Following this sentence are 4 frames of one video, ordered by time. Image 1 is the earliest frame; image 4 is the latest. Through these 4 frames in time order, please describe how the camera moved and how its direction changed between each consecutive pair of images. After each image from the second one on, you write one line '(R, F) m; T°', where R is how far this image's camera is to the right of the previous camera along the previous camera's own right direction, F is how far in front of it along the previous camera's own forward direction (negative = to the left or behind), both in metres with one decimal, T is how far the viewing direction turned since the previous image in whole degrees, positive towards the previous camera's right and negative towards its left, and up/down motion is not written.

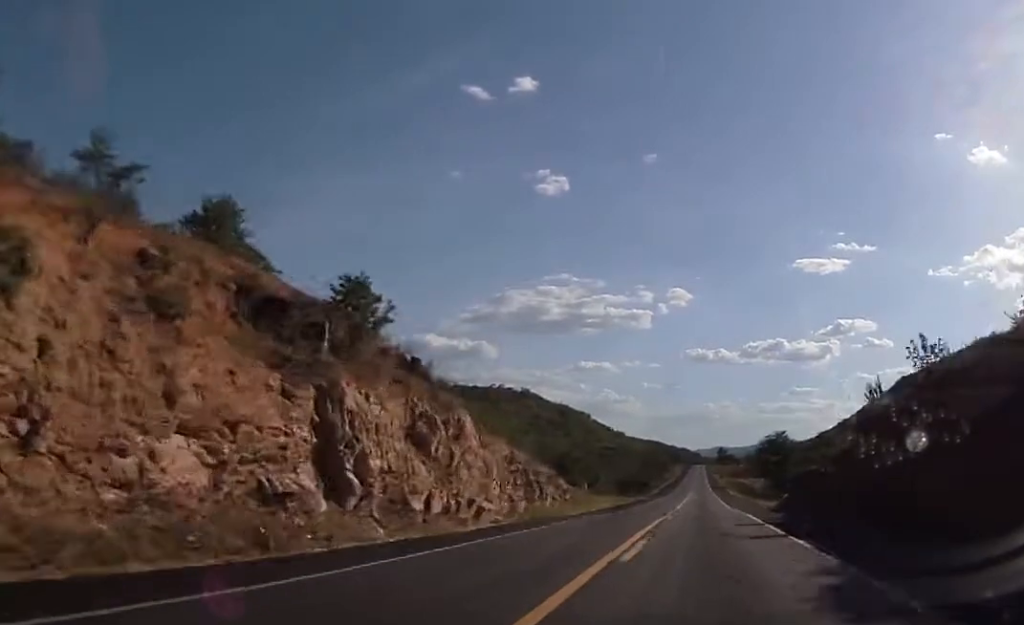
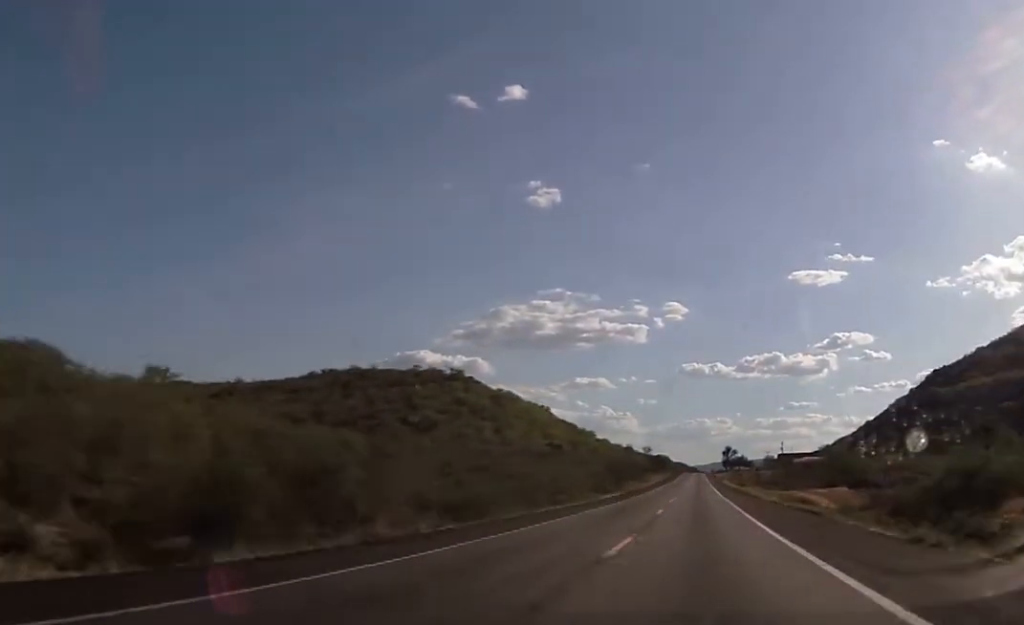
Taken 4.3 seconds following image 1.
(+0.8, +166.4) m; 0°
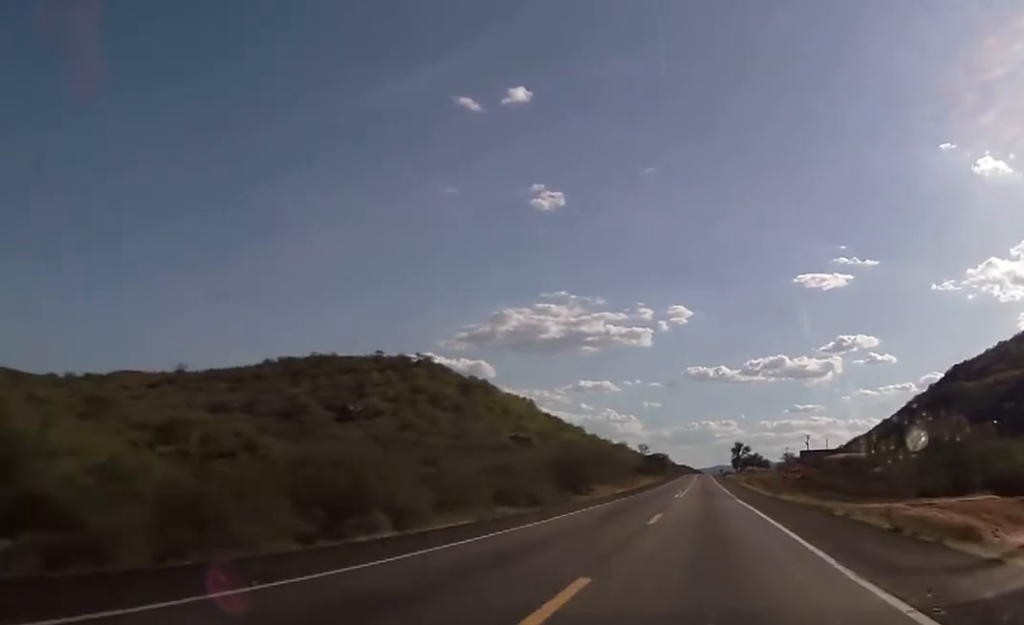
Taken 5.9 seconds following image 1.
(-0.1, +59.6) m; 0°
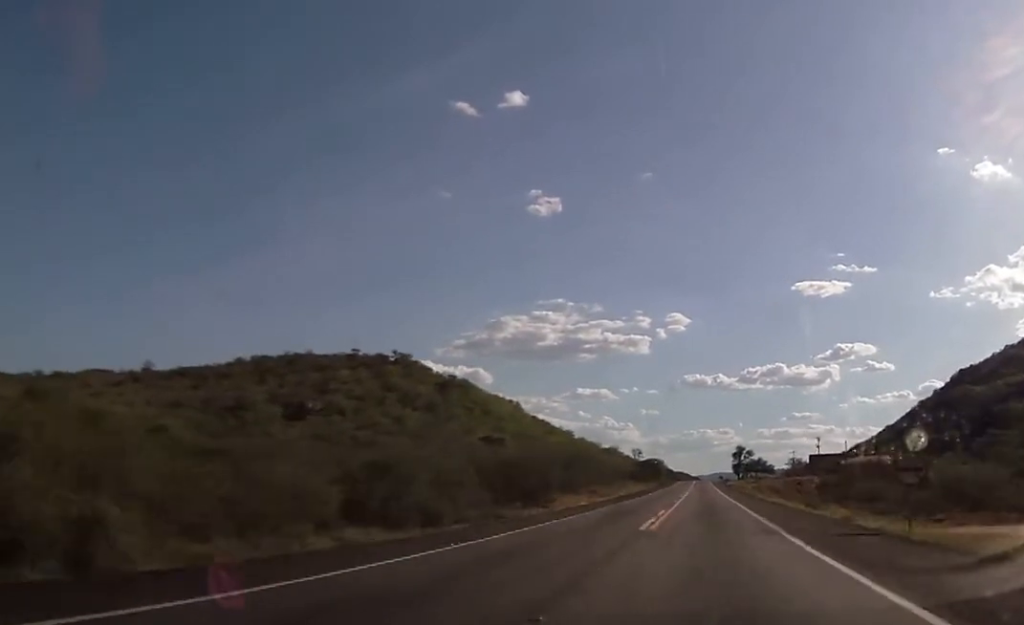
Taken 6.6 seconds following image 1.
(+0.1, +27.0) m; 0°
